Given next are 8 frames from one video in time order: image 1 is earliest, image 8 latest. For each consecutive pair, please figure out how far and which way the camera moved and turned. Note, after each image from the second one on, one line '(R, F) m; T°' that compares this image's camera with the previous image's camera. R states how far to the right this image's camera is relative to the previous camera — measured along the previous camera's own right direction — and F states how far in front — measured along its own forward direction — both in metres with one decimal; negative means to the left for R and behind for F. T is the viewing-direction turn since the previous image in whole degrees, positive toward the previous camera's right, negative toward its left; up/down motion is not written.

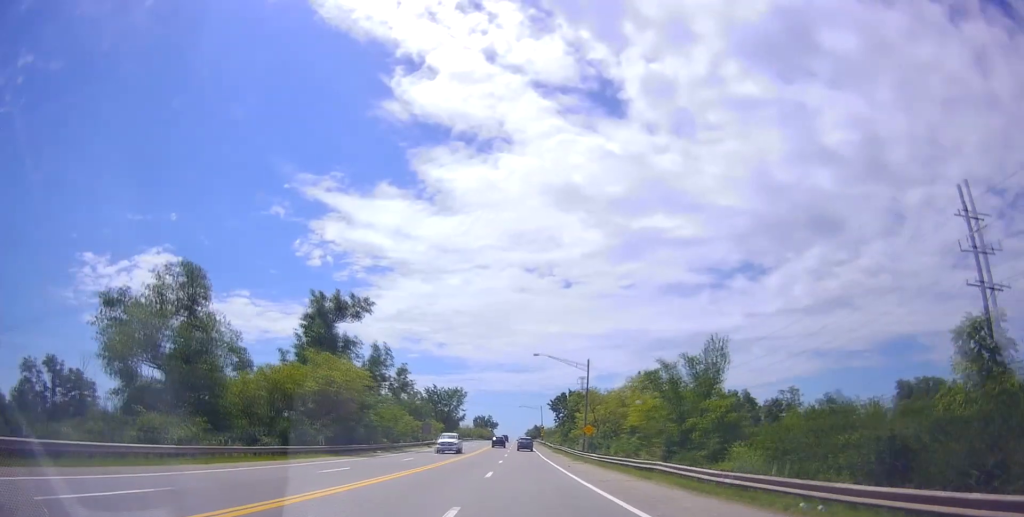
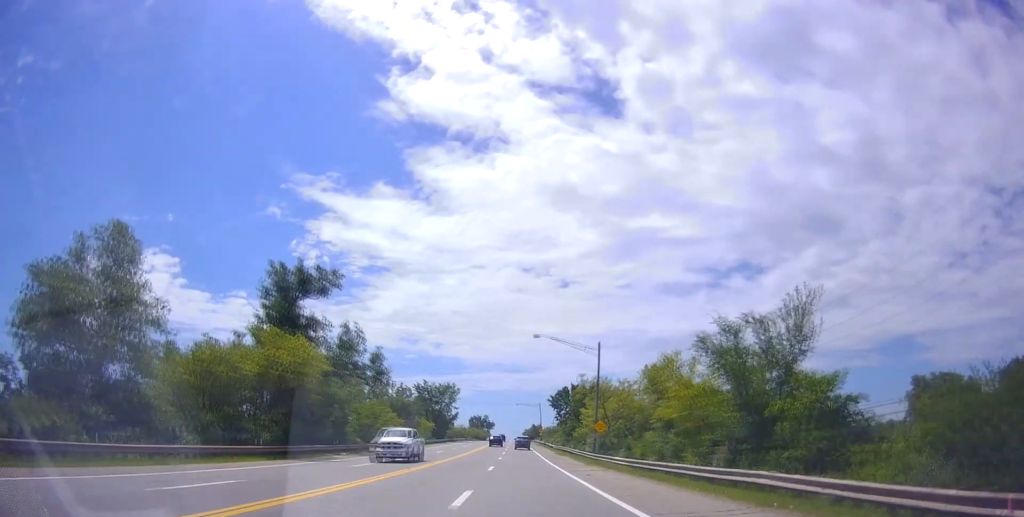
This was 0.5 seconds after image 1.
(-0.2, +10.9) m; 0°
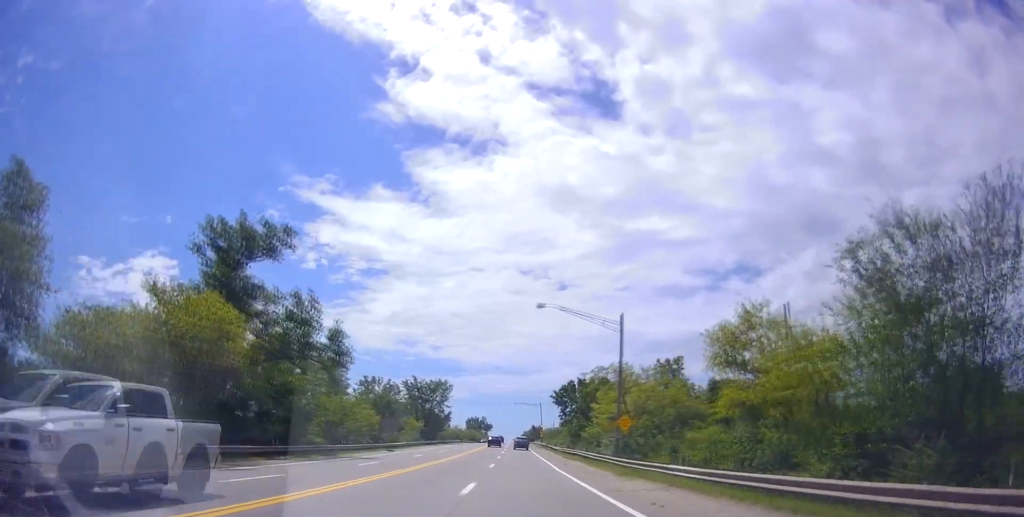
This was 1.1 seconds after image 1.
(-0.1, +12.4) m; 0°
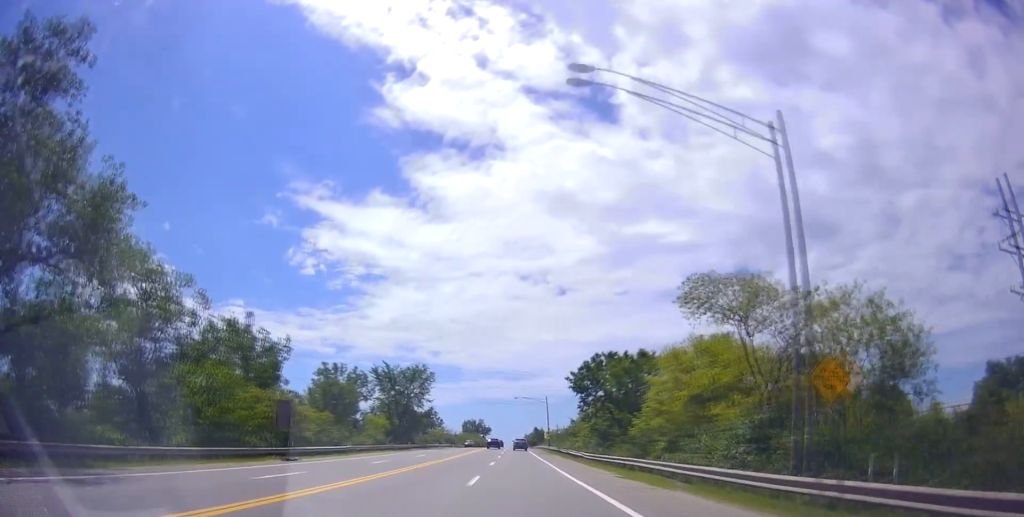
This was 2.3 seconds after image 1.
(+0.7, +27.2) m; +1°
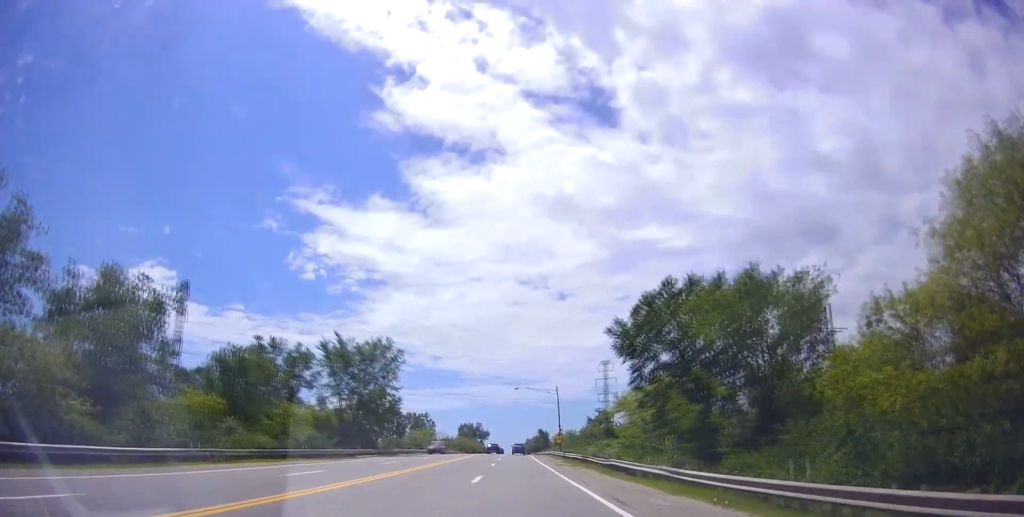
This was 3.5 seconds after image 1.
(-0.3, +27.1) m; -1°
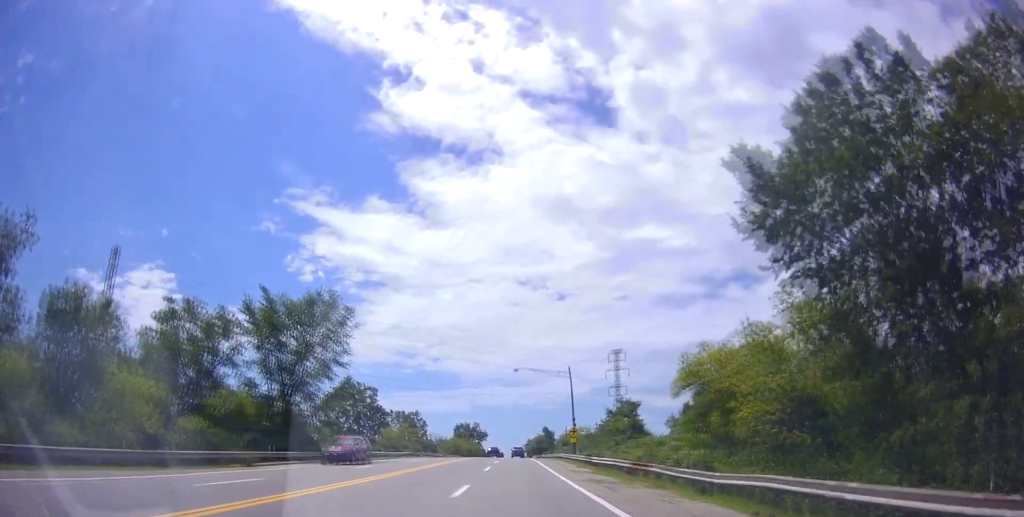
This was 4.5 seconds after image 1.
(+0.1, +20.4) m; +1°
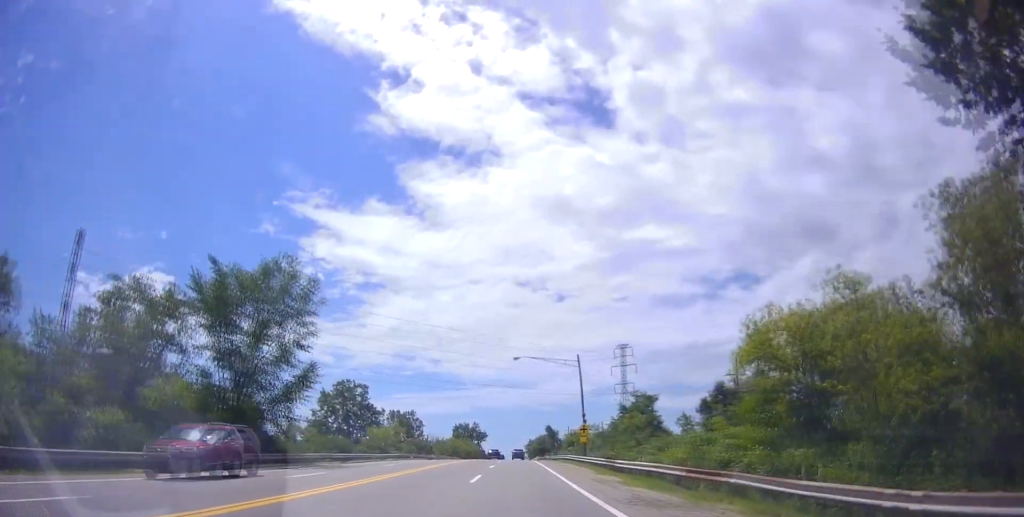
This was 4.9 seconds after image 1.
(+0.1, +8.7) m; +1°
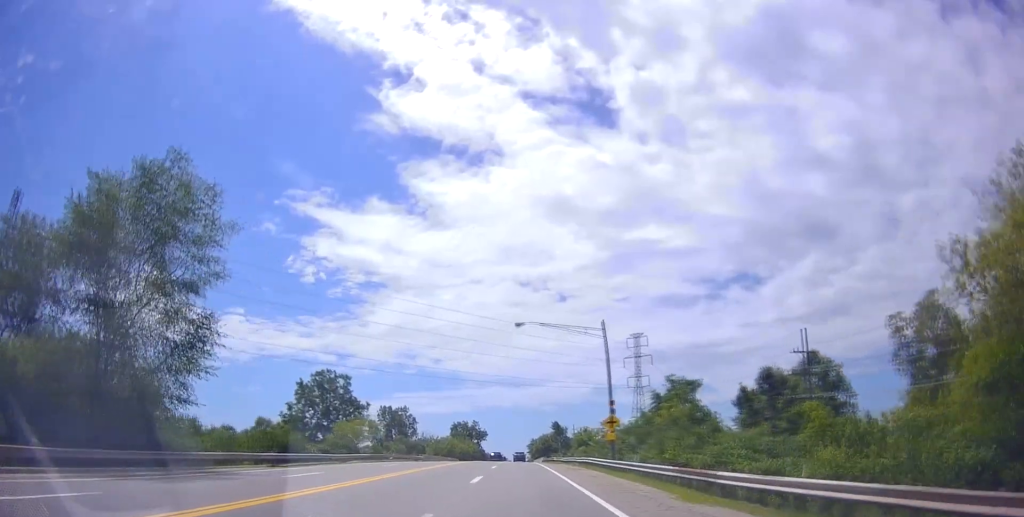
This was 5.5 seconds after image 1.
(+0.1, +14.6) m; 0°
